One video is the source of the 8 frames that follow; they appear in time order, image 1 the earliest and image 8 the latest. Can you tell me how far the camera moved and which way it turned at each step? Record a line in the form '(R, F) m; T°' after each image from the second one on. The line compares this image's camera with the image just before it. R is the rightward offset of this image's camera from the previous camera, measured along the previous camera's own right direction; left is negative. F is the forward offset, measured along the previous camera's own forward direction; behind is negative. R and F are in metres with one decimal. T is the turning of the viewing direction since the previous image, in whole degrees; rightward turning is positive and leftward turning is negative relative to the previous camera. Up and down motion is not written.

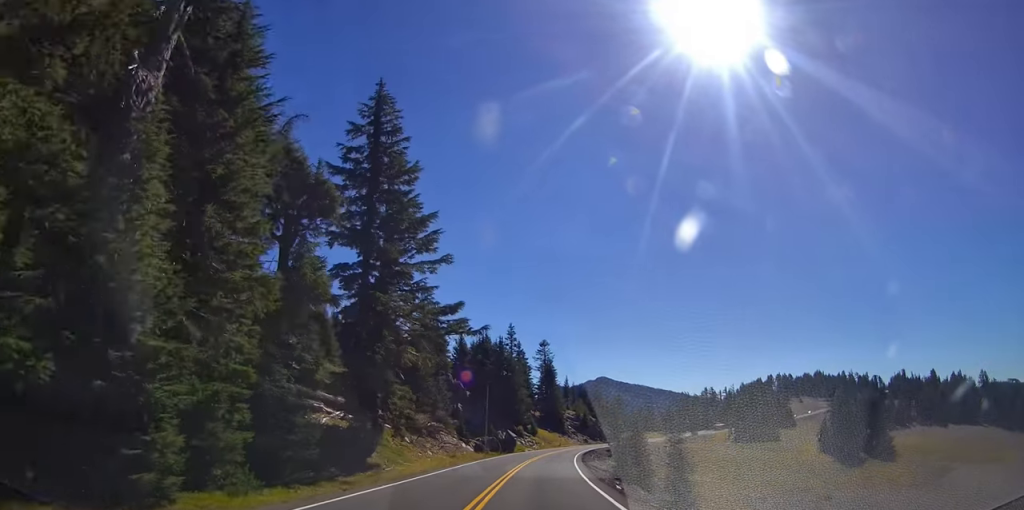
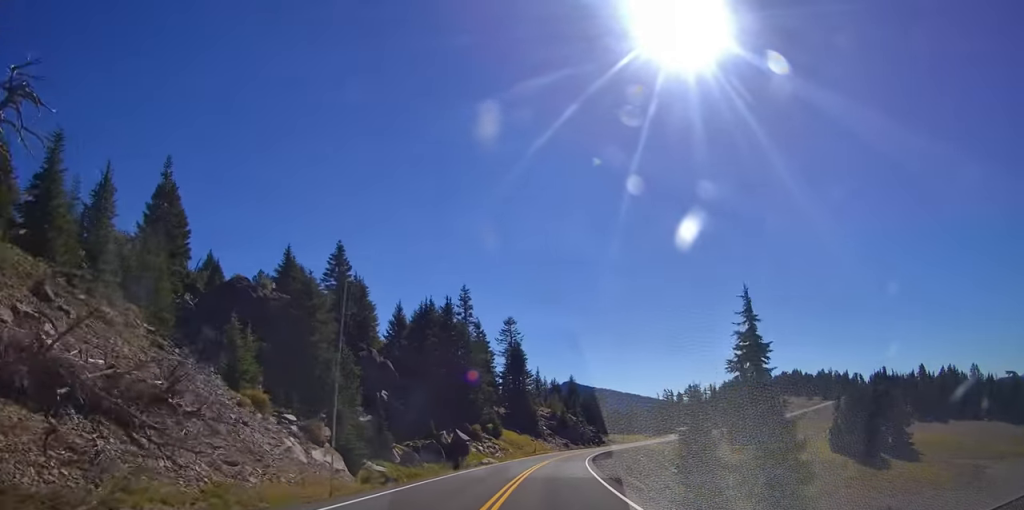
(+1.0, +34.1) m; +6°
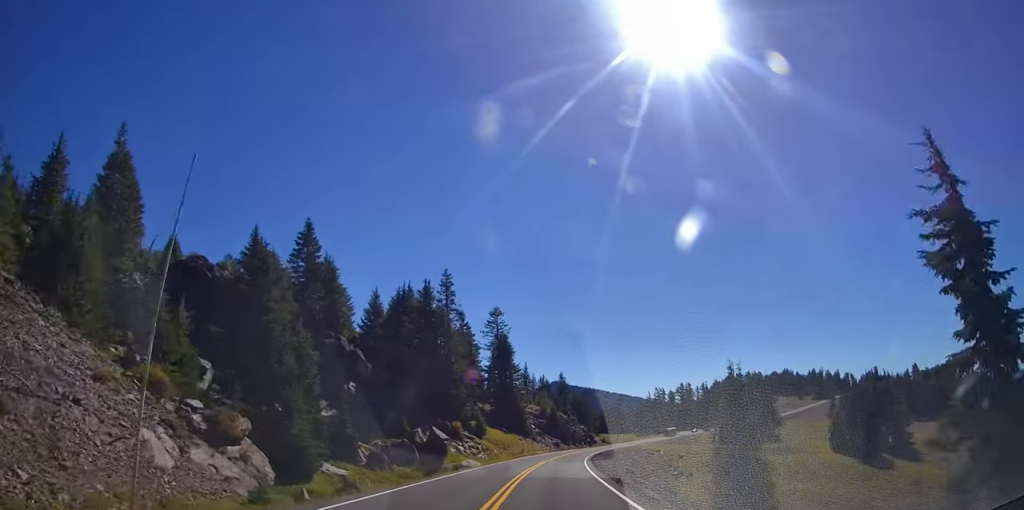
(+0.3, +8.2) m; +2°
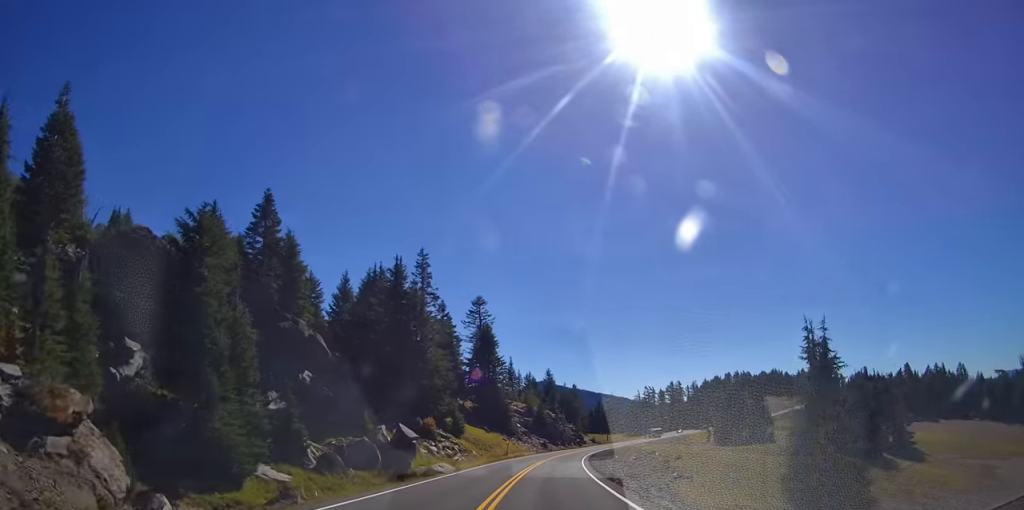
(+0.1, +8.8) m; 0°
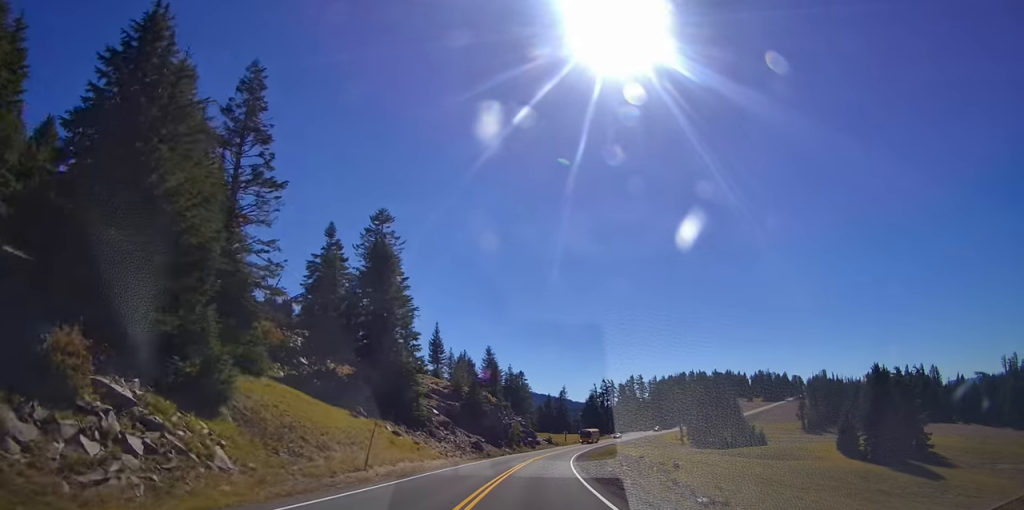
(0.0, +39.0) m; 0°
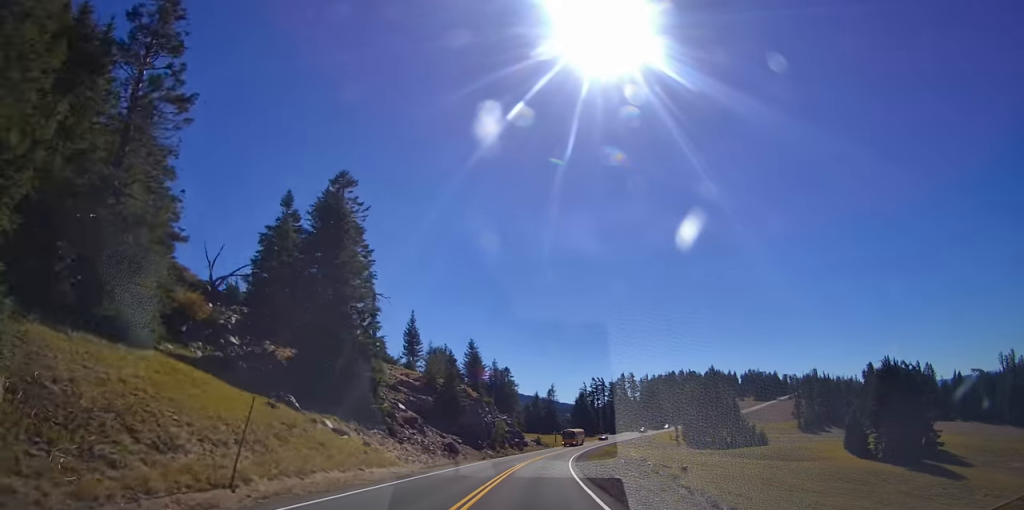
(0.0, +10.1) m; 0°
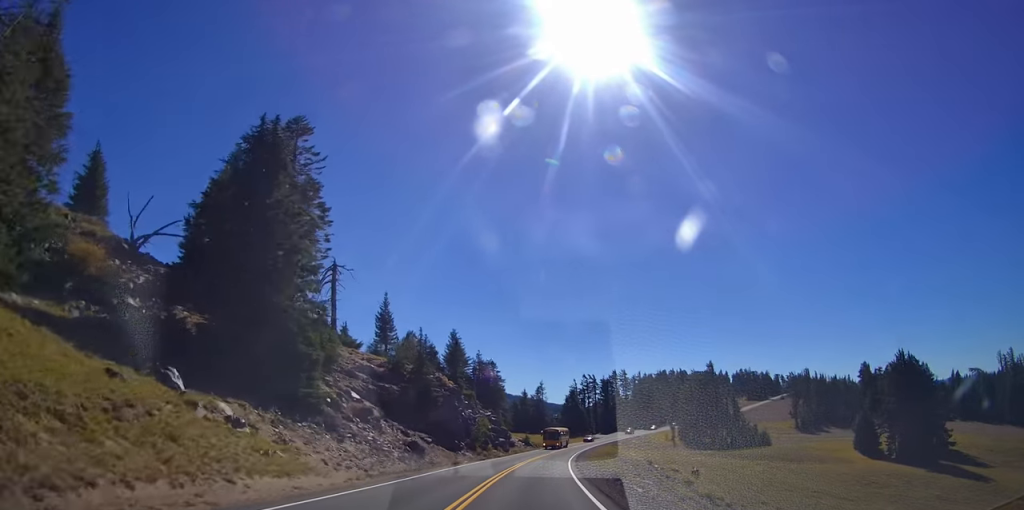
(0.0, +10.3) m; +1°
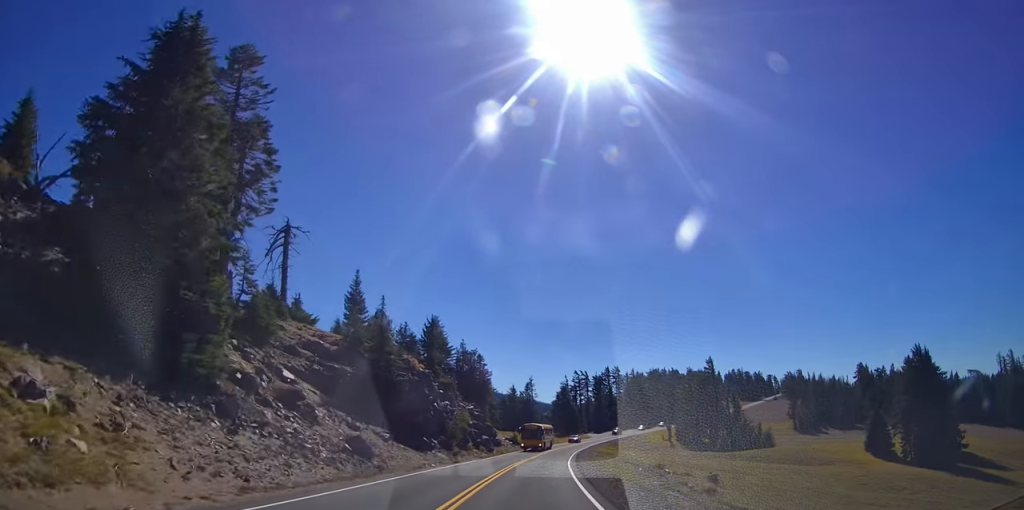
(-0.1, +9.6) m; +1°
